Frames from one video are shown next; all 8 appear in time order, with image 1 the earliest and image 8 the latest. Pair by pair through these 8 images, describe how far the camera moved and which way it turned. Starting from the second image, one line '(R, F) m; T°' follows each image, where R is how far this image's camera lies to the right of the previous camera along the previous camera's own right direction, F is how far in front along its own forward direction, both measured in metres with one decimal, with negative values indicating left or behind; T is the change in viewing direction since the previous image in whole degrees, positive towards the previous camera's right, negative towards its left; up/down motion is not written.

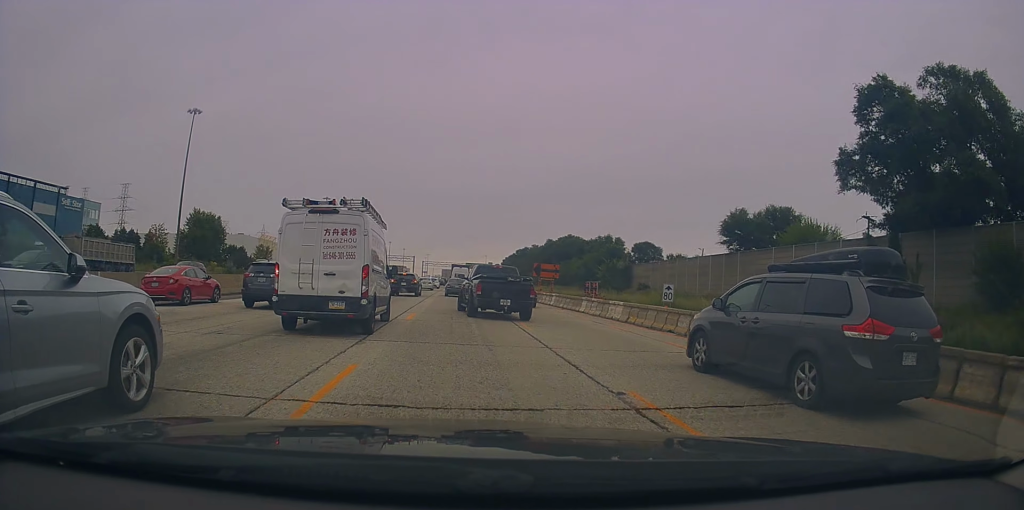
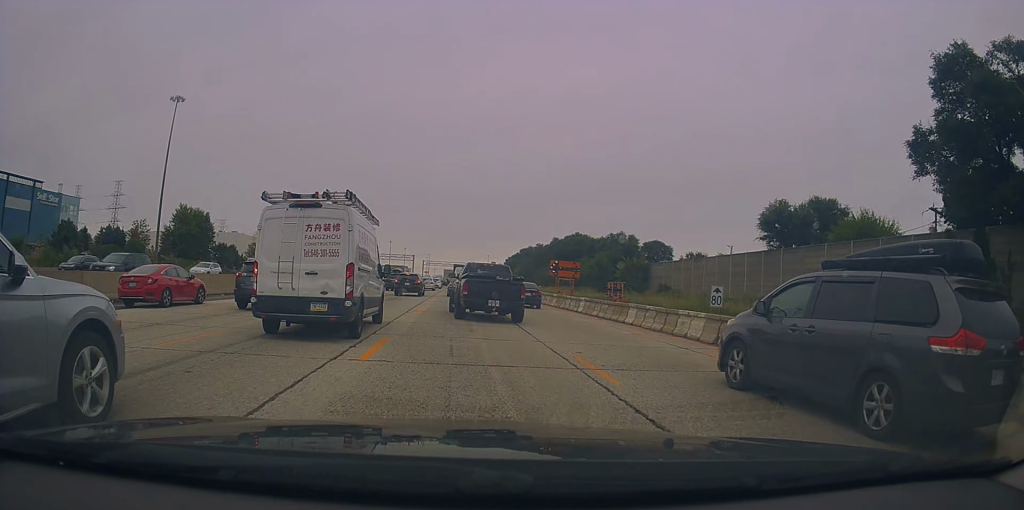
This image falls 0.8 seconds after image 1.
(0.0, +8.3) m; -1°
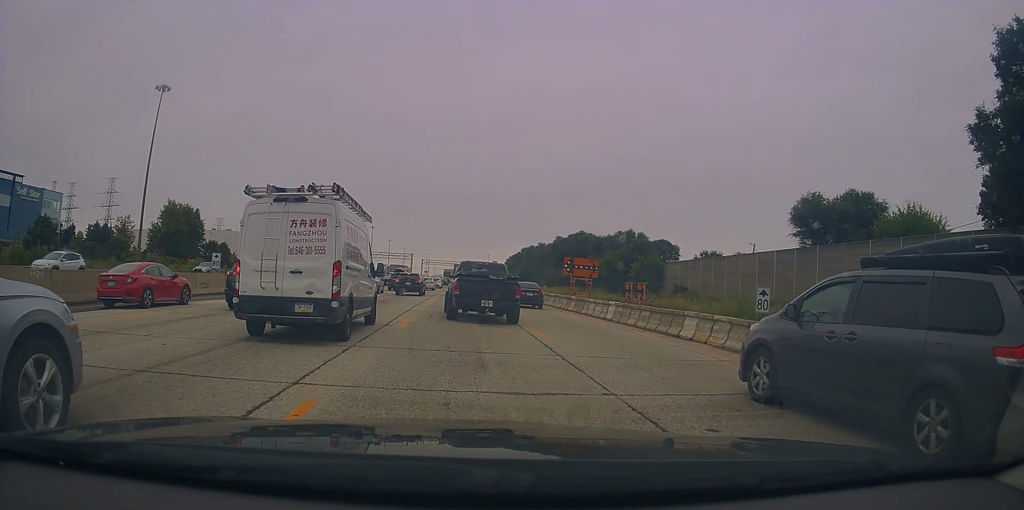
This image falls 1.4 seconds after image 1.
(-0.3, +5.9) m; -1°
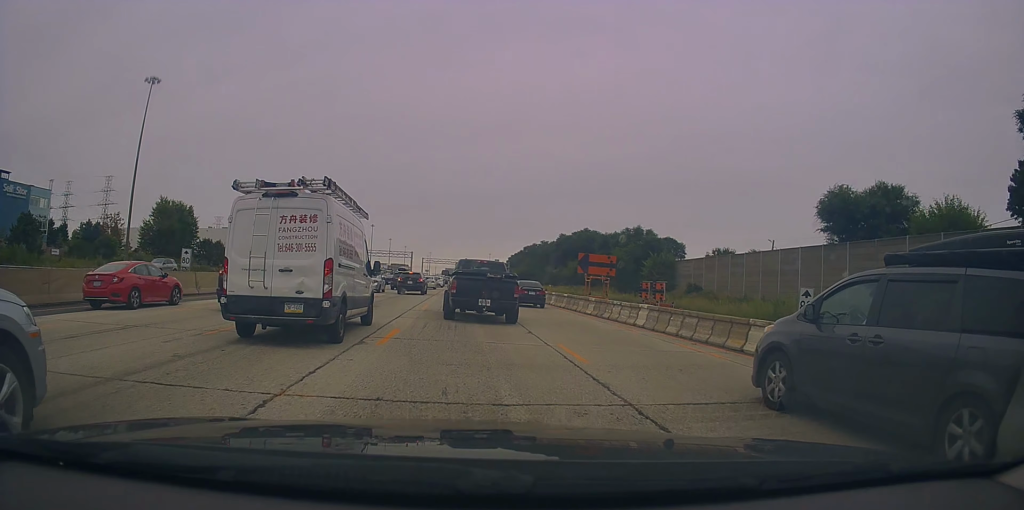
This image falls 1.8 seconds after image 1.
(0.0, +4.2) m; 0°
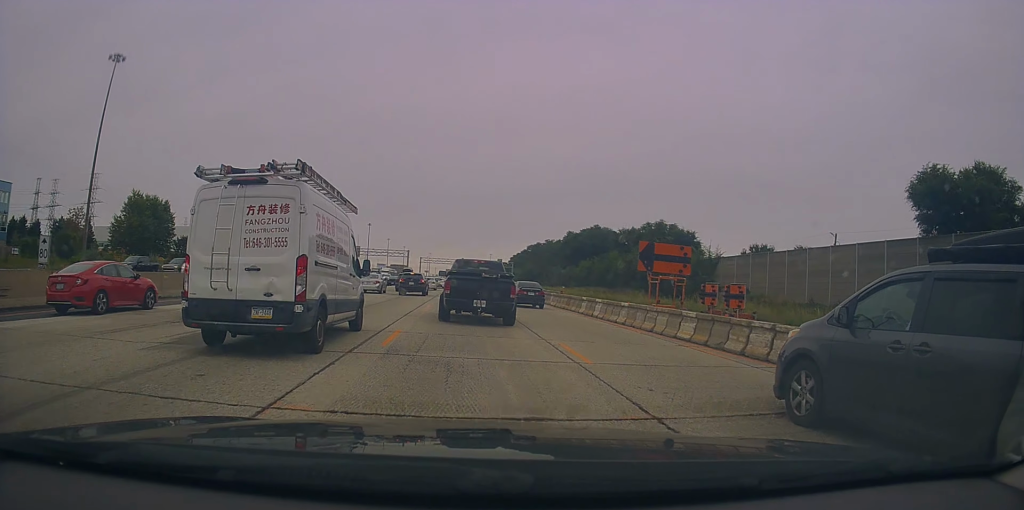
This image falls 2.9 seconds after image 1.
(+0.1, +12.1) m; +1°
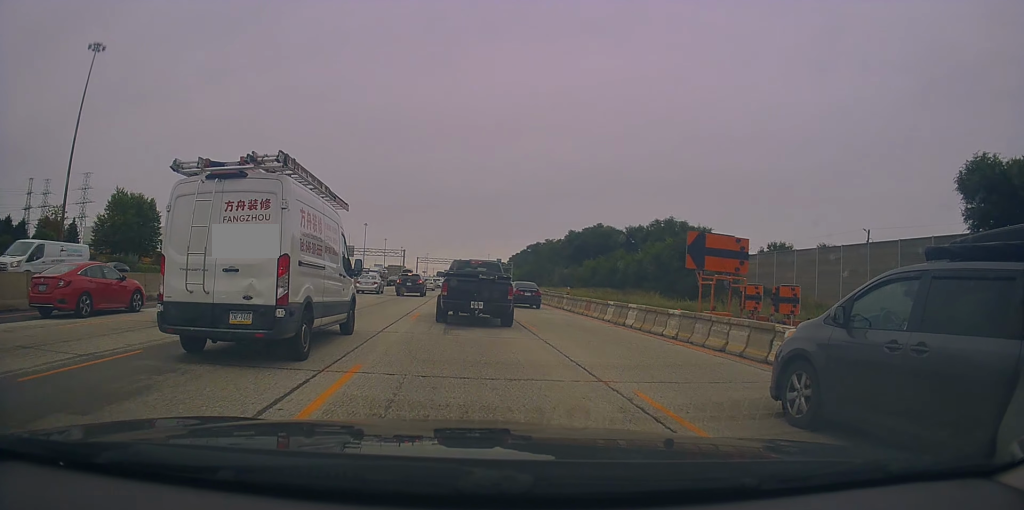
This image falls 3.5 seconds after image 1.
(-0.2, +5.4) m; +1°
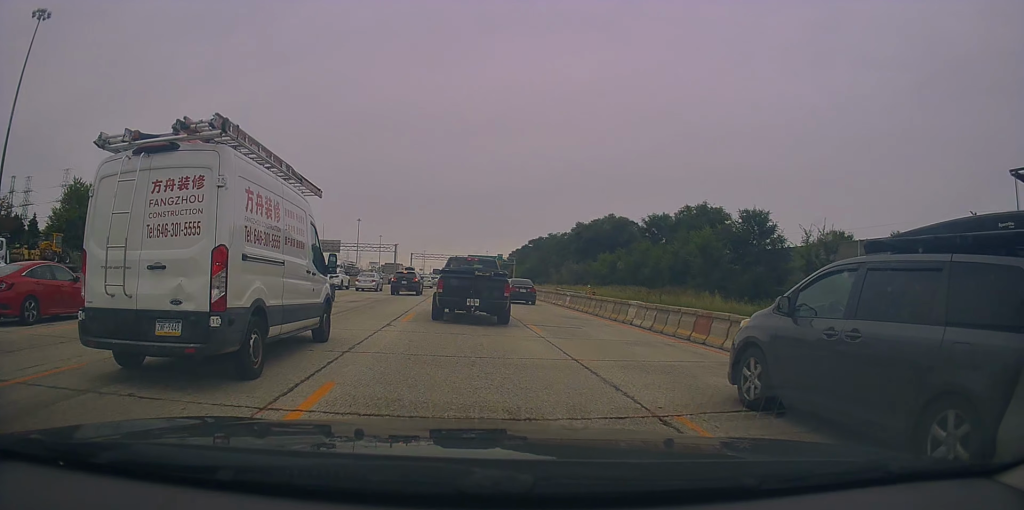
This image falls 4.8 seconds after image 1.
(+0.4, +13.5) m; -1°
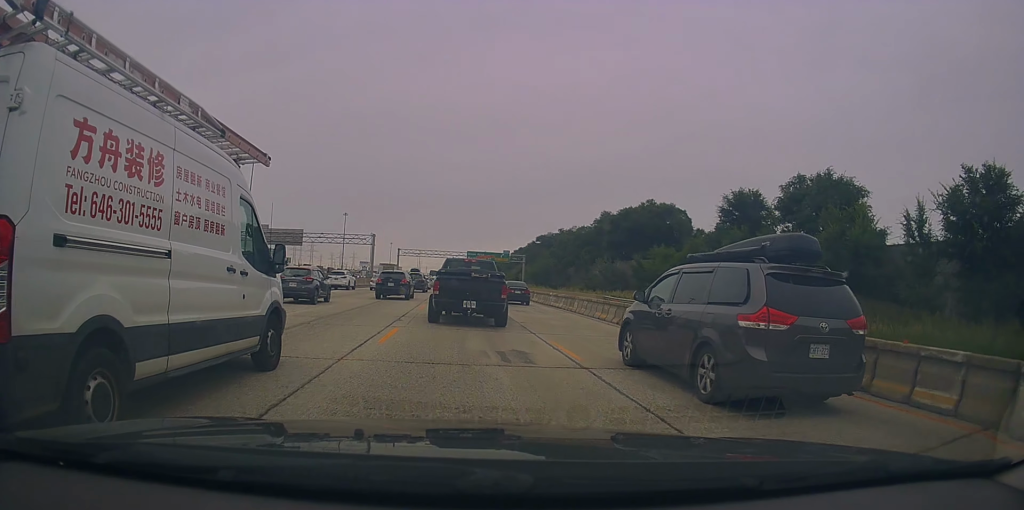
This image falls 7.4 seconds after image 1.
(+0.2, +28.2) m; +2°
